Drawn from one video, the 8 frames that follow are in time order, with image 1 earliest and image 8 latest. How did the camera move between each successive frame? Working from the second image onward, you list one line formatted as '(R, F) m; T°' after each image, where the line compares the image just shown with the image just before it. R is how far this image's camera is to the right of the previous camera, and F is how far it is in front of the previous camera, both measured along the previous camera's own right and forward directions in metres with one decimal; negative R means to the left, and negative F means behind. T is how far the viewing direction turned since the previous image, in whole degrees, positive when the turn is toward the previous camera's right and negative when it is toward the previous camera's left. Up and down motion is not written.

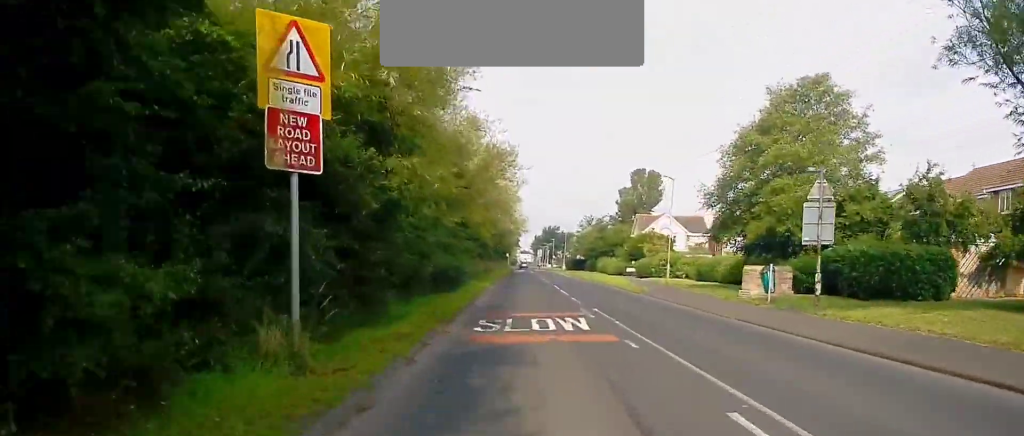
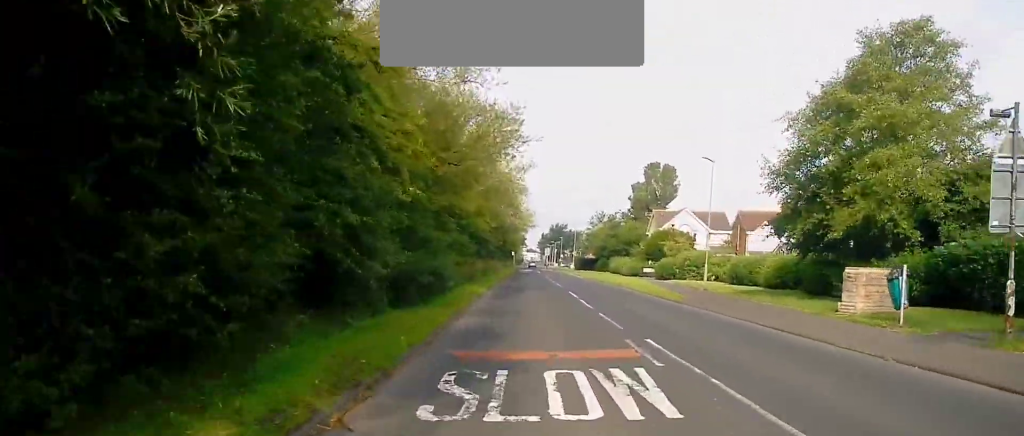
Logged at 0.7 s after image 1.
(-0.2, +8.1) m; -1°
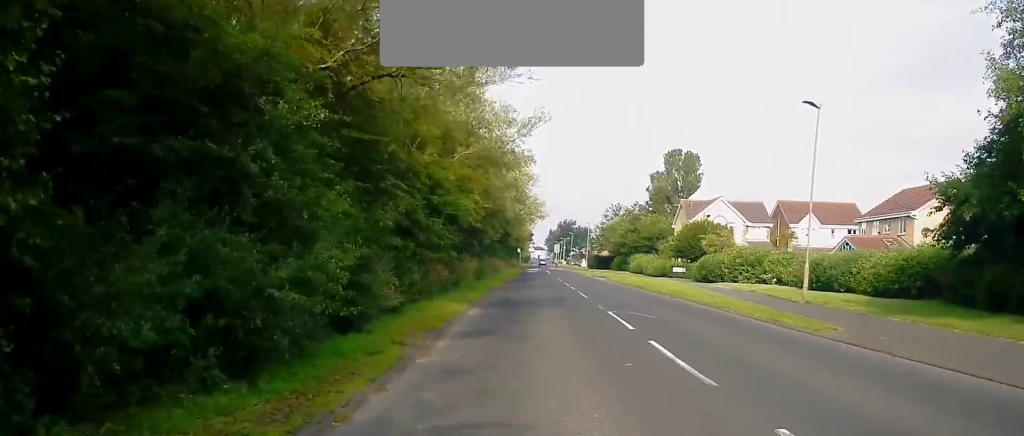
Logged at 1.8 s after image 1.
(-0.2, +12.8) m; -1°
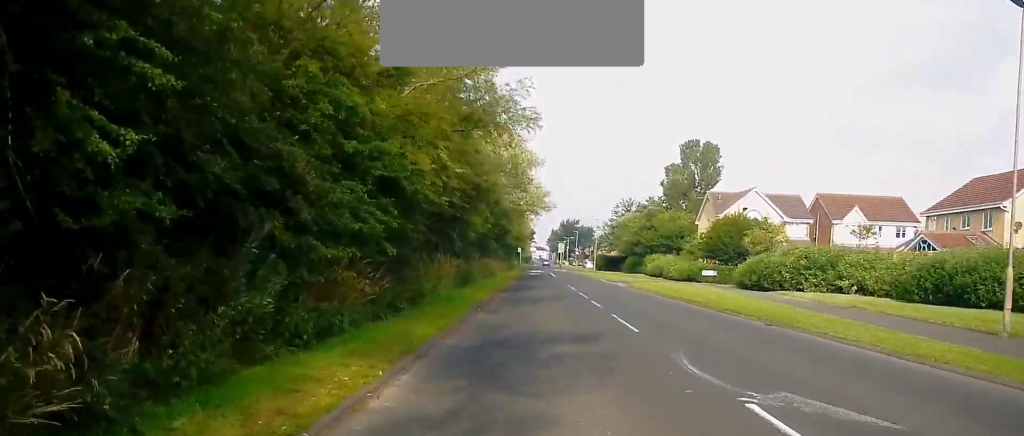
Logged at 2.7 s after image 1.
(0.0, +11.2) m; 0°
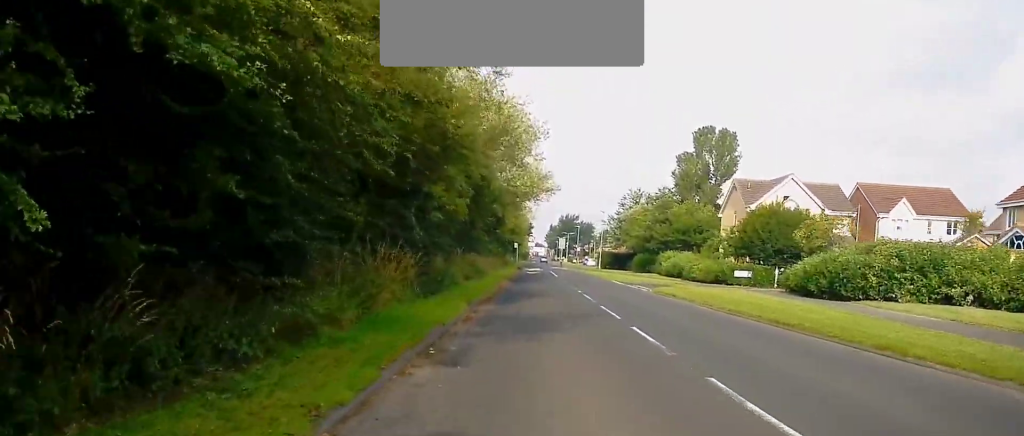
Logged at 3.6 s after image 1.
(0.0, +10.0) m; -1°
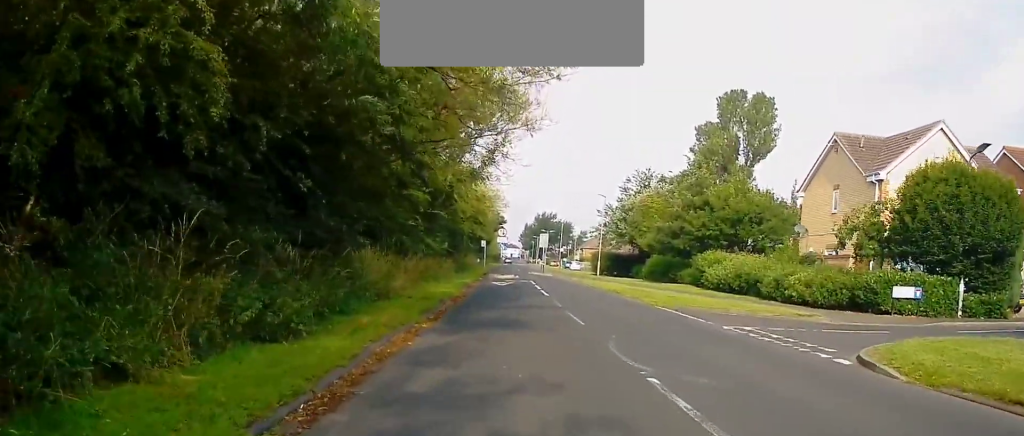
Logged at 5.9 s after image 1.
(-0.3, +24.3) m; +2°
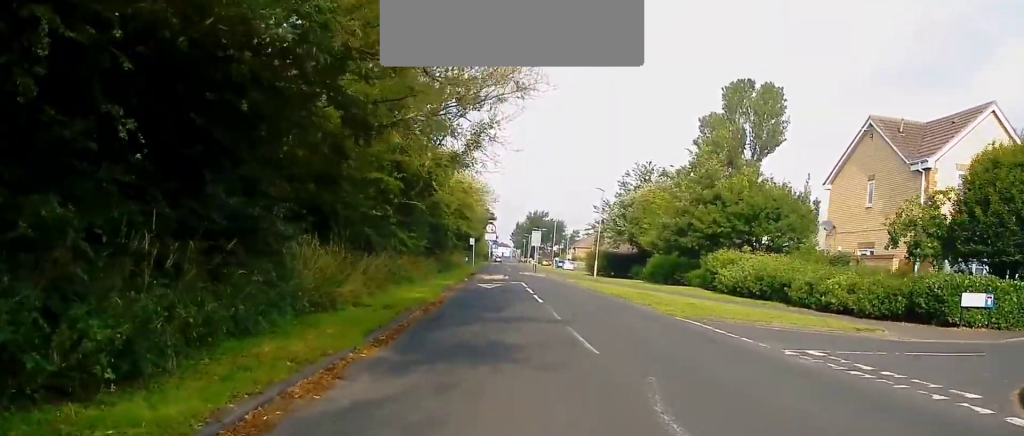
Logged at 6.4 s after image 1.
(+0.1, +4.8) m; +1°
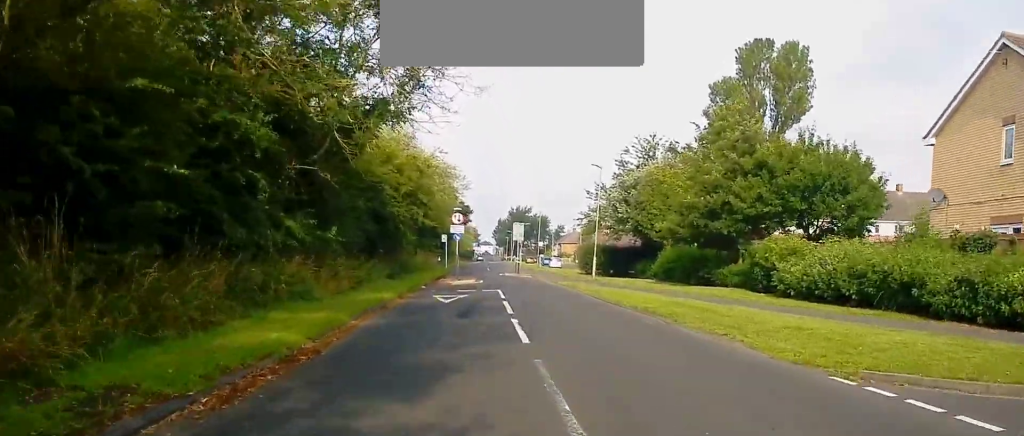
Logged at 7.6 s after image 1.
(+0.1, +11.5) m; +1°
